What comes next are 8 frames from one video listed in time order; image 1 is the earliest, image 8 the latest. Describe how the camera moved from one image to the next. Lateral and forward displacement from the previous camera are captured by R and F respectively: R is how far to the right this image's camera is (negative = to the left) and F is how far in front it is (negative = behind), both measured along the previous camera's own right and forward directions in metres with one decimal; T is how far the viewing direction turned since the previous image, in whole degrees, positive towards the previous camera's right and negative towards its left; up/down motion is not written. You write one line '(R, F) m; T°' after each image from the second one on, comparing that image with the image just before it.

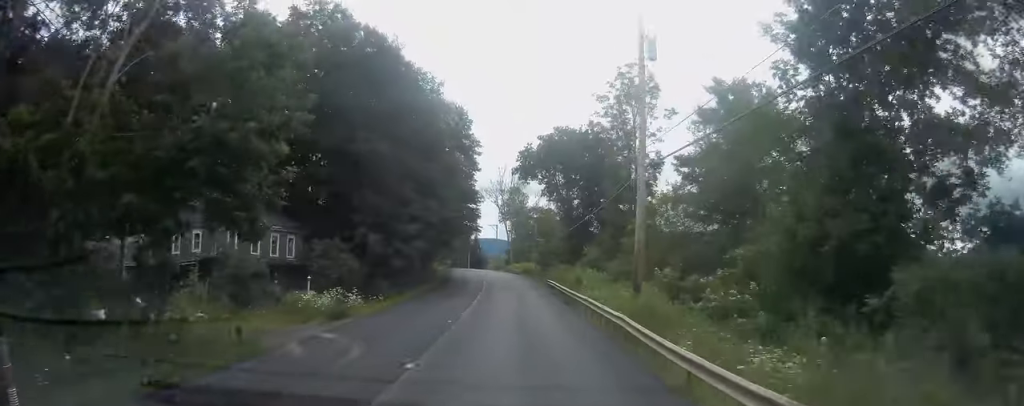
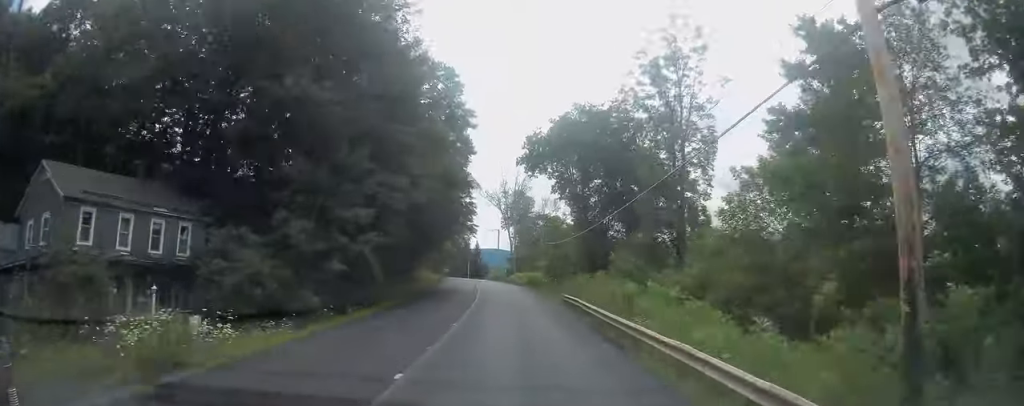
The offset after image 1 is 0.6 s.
(+0.3, +14.1) m; 0°
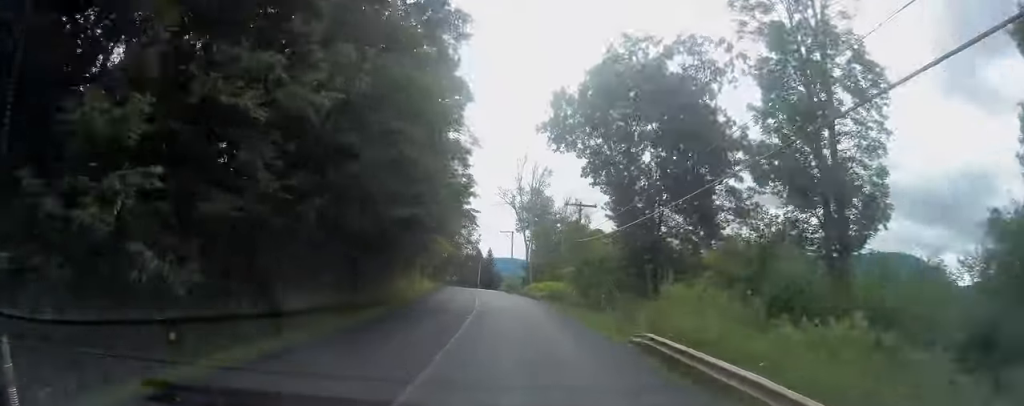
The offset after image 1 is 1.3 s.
(-0.3, +18.6) m; -2°
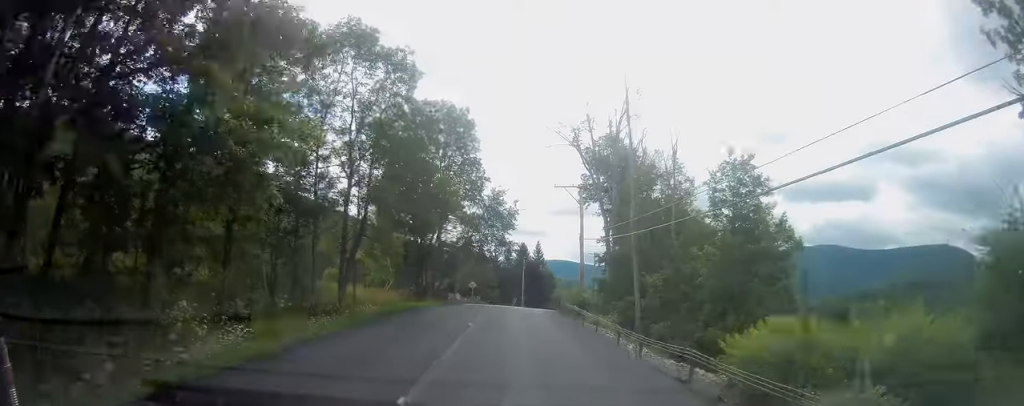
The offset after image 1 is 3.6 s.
(-2.8, +52.1) m; -5°
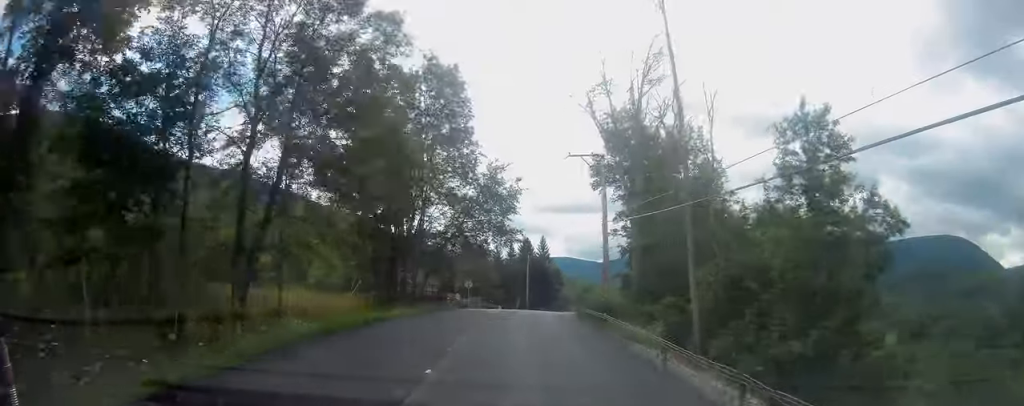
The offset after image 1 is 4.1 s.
(0.0, +11.4) m; 0°
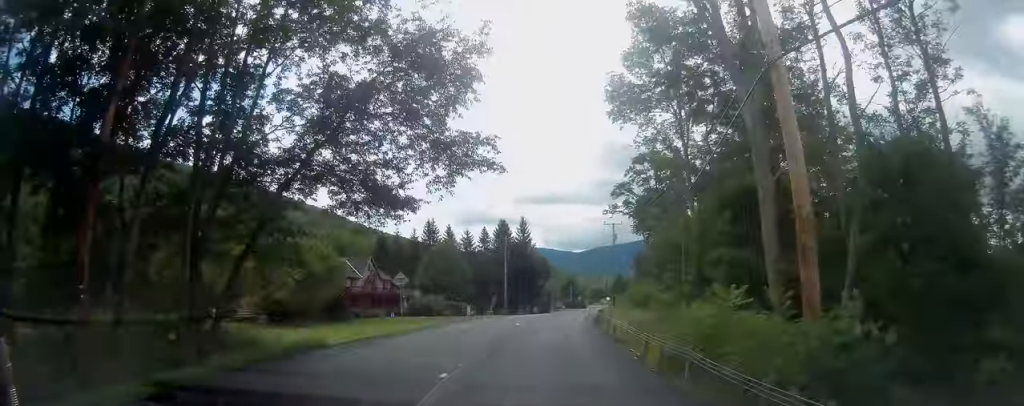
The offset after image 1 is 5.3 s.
(+0.4, +27.7) m; +3°
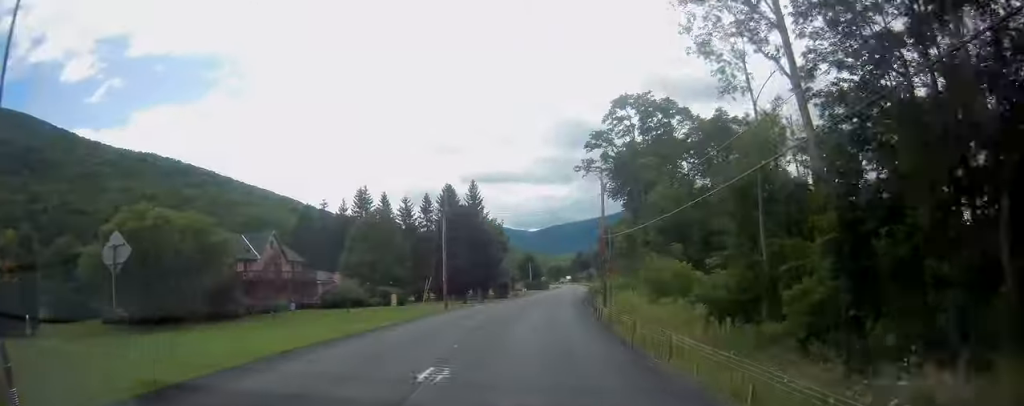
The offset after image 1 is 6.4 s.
(+0.8, +23.9) m; +3°
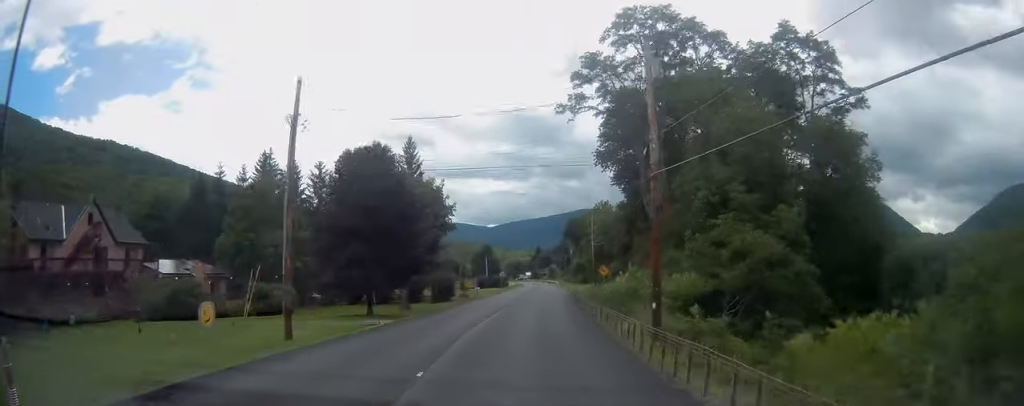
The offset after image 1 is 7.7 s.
(+0.4, +29.4) m; +4°
